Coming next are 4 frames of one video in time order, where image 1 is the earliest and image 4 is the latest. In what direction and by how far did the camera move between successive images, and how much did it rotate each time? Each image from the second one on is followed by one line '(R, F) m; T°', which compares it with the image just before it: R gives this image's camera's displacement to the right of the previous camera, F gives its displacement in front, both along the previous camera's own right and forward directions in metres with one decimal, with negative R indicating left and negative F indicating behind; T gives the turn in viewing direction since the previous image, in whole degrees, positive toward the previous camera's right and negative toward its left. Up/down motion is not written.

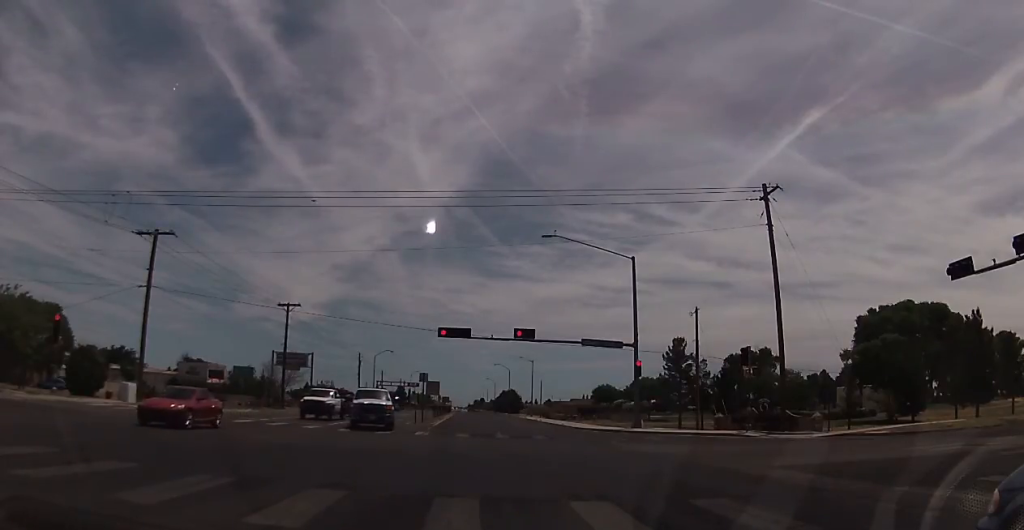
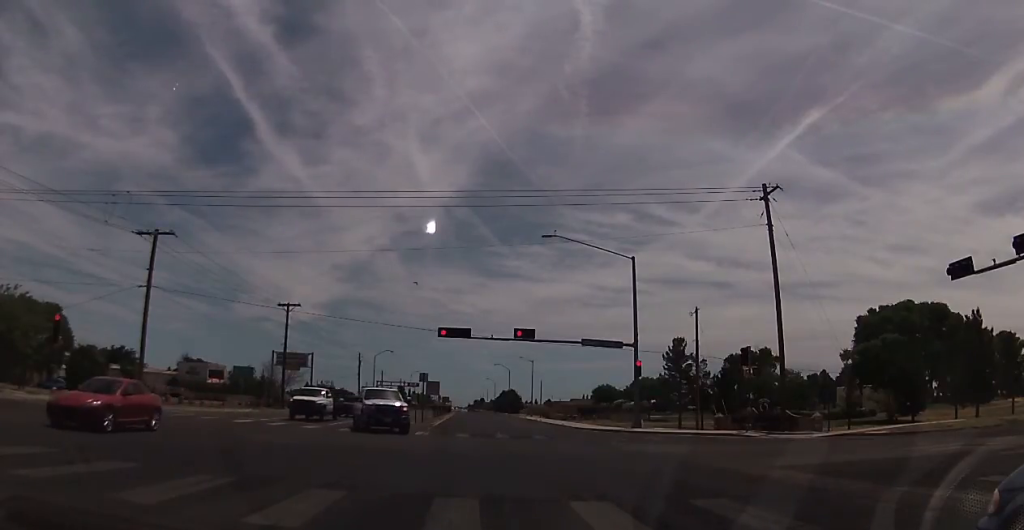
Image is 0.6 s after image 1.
(0.0, 0.0) m; 0°
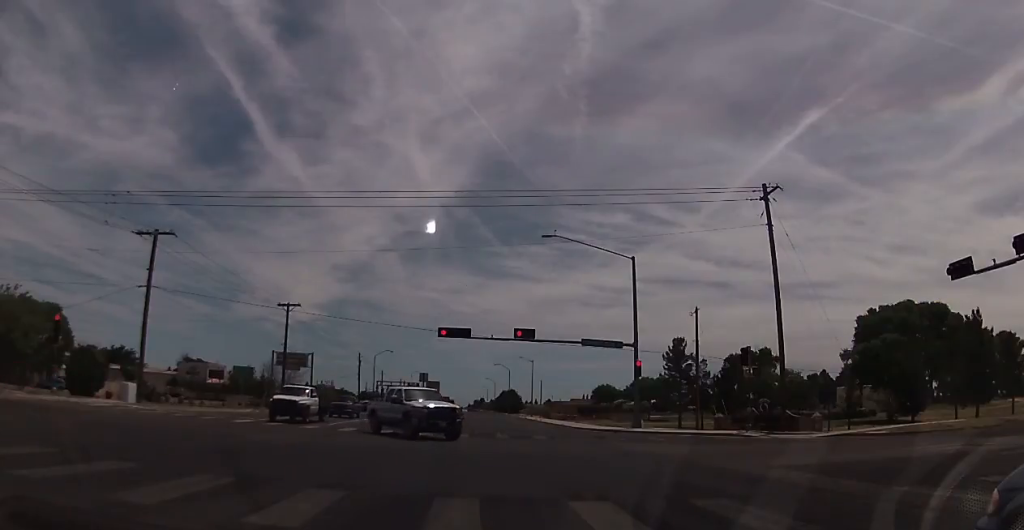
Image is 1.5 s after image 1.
(0.0, 0.0) m; 0°
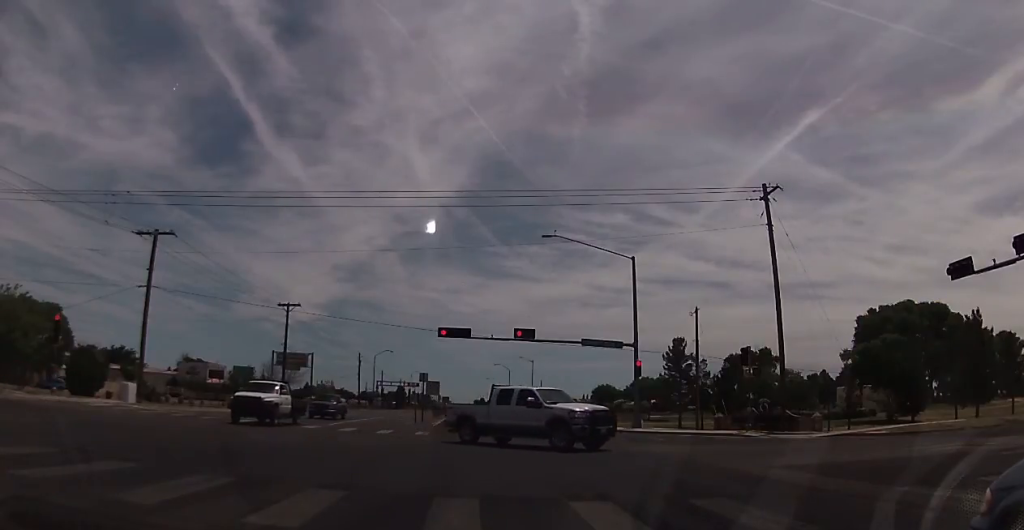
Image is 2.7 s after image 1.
(0.0, 0.0) m; 0°
